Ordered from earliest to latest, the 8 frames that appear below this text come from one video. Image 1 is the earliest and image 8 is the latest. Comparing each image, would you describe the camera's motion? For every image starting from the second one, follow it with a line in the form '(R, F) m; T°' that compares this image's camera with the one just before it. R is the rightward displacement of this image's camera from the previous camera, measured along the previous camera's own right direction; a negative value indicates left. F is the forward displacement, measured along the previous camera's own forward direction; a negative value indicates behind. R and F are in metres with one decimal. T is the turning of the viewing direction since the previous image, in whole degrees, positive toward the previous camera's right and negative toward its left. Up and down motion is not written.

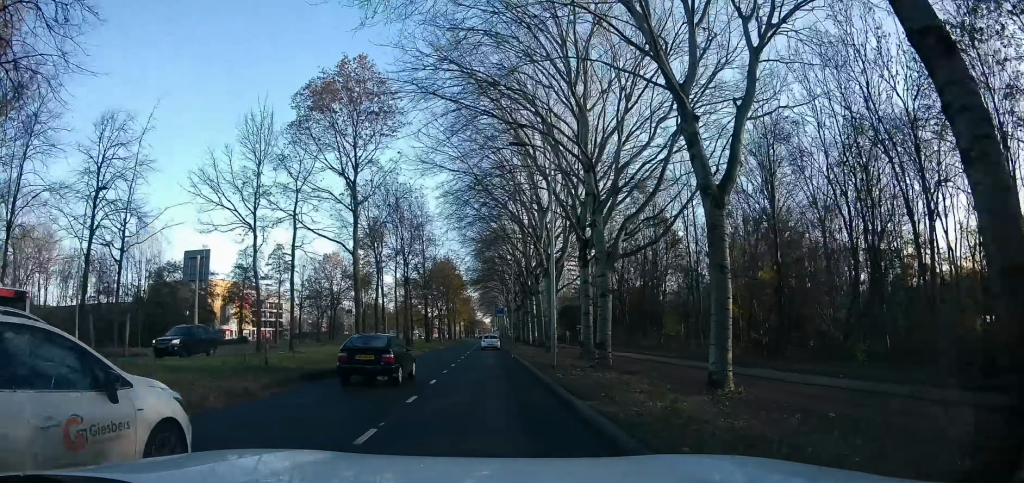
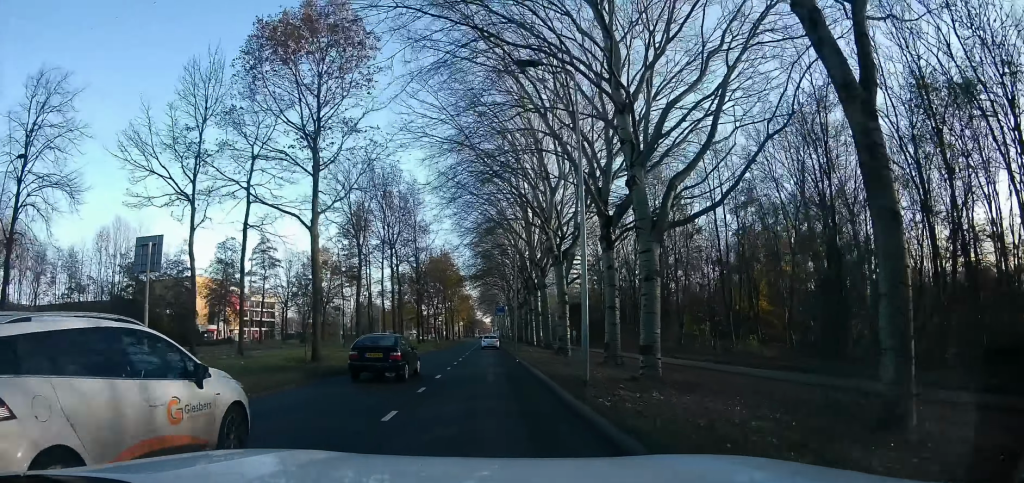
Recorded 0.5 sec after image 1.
(+0.2, +6.1) m; 0°
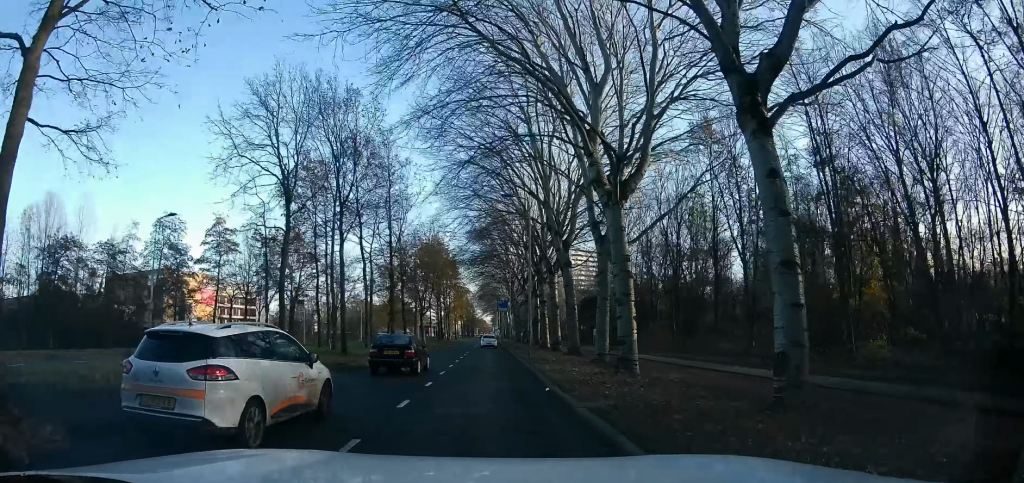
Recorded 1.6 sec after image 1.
(-0.5, +14.2) m; -2°
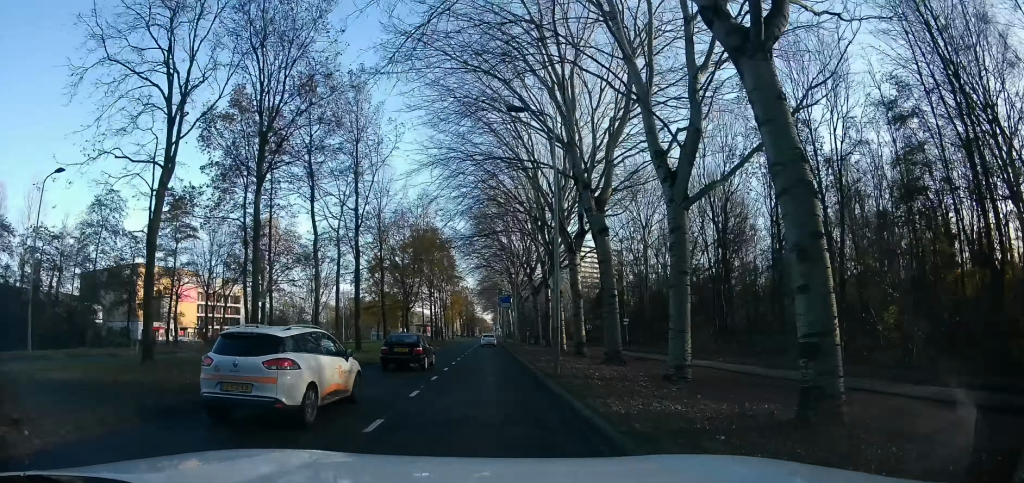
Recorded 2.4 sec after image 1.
(-0.1, +10.2) m; +1°
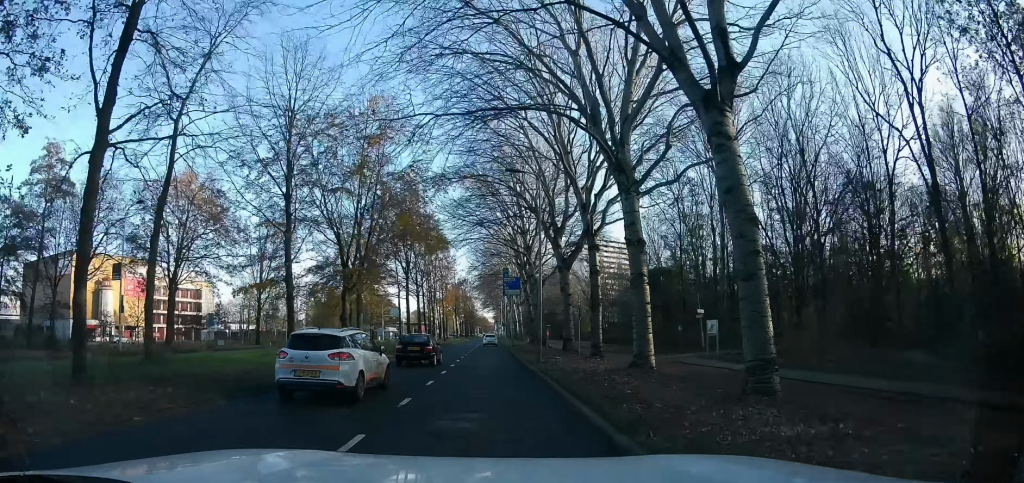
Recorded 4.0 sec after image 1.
(-0.3, +20.7) m; 0°
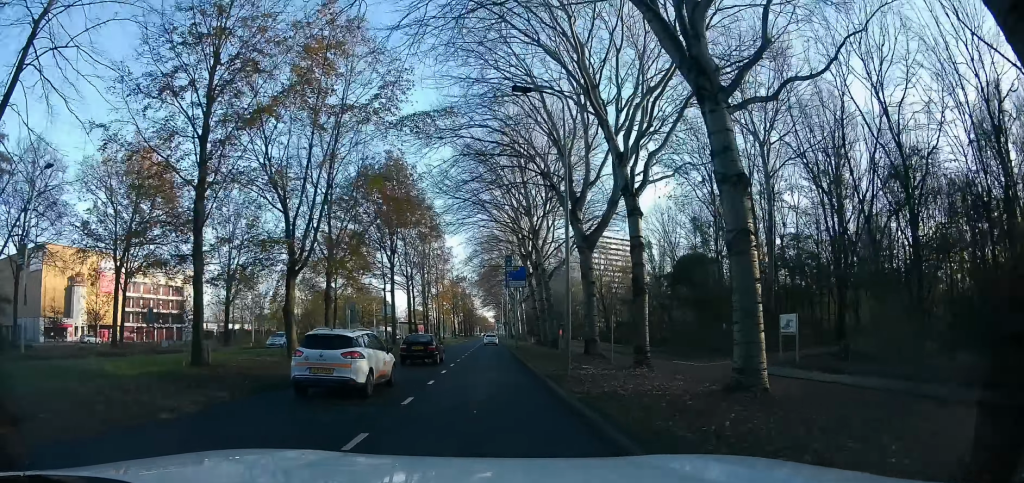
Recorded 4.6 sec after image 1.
(-0.3, +7.8) m; +2°
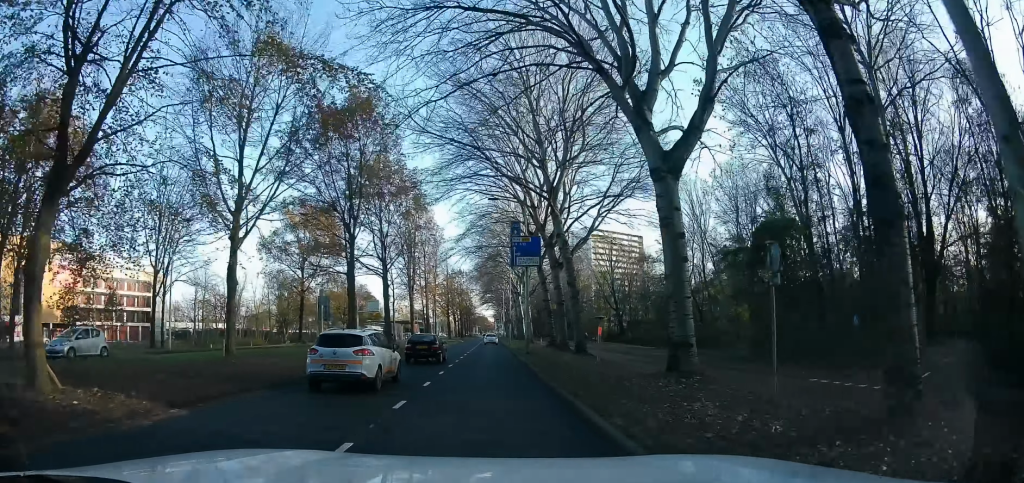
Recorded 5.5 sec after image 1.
(+1.5, +12.8) m; 0°
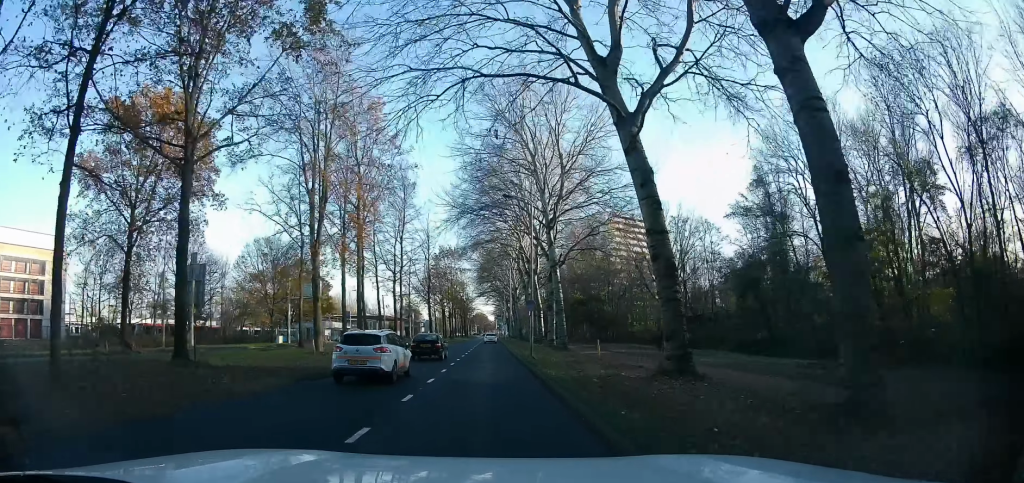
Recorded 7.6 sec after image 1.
(-2.4, +30.9) m; -1°
